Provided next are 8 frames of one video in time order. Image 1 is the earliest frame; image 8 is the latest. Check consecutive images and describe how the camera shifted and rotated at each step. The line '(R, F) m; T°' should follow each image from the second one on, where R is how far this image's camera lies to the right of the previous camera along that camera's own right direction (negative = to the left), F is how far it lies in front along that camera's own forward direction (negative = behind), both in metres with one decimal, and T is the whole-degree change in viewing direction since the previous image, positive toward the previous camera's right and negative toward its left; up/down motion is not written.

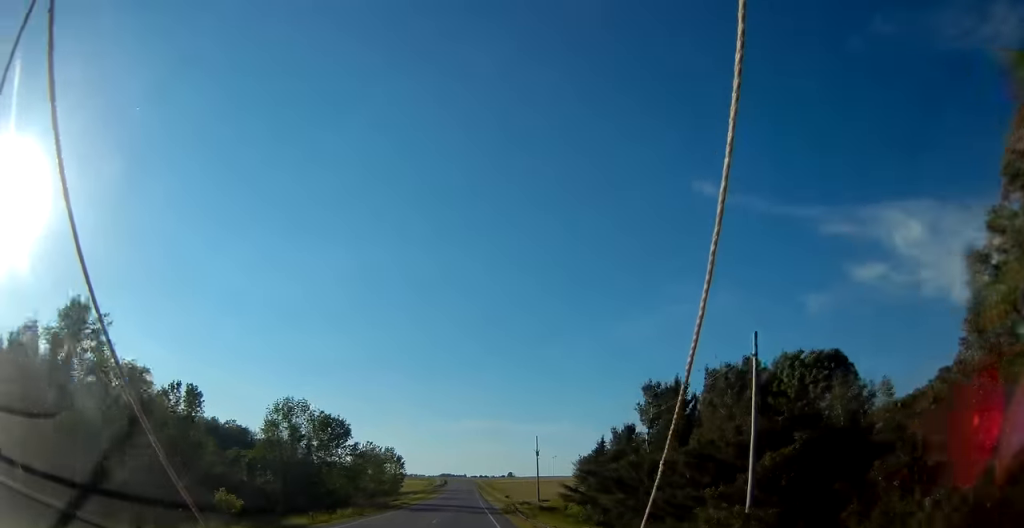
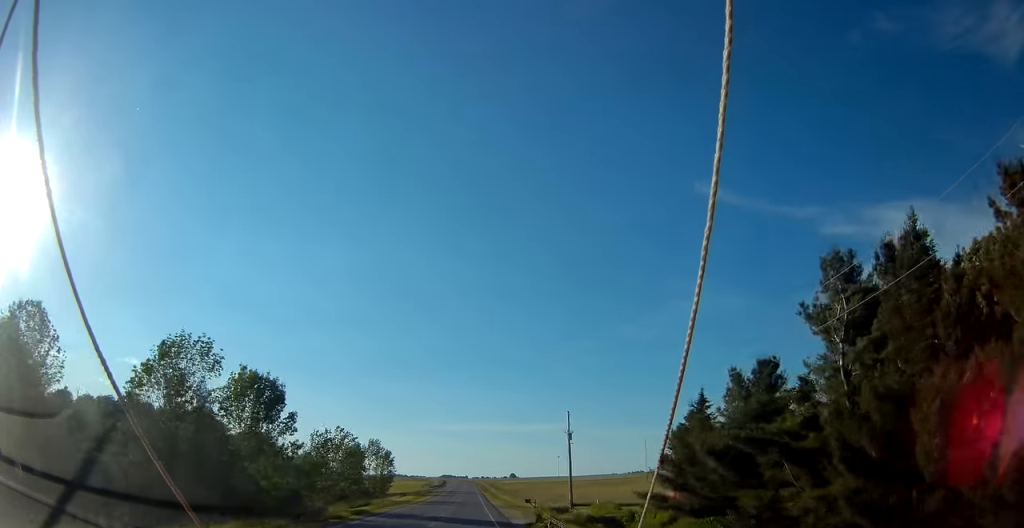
(+0.1, +27.0) m; 0°
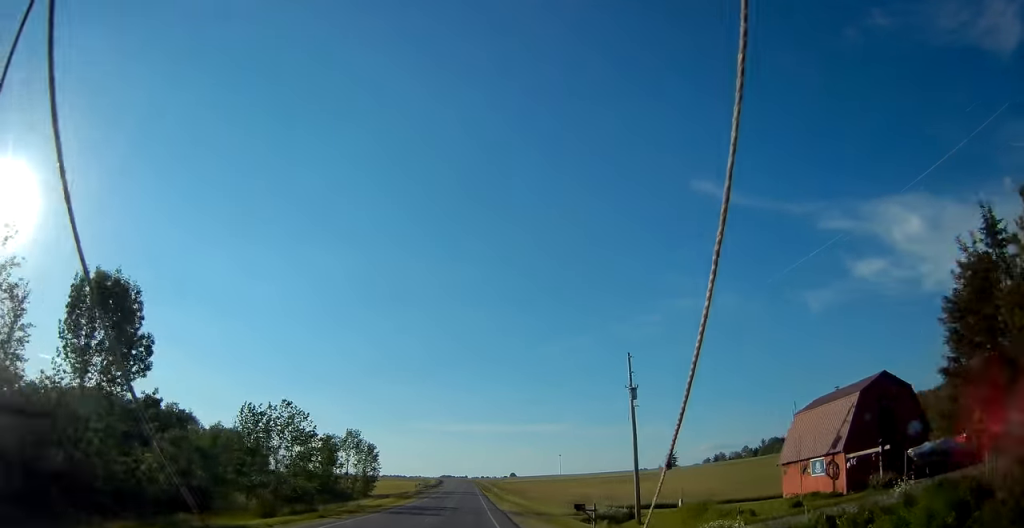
(-0.2, +23.7) m; 0°
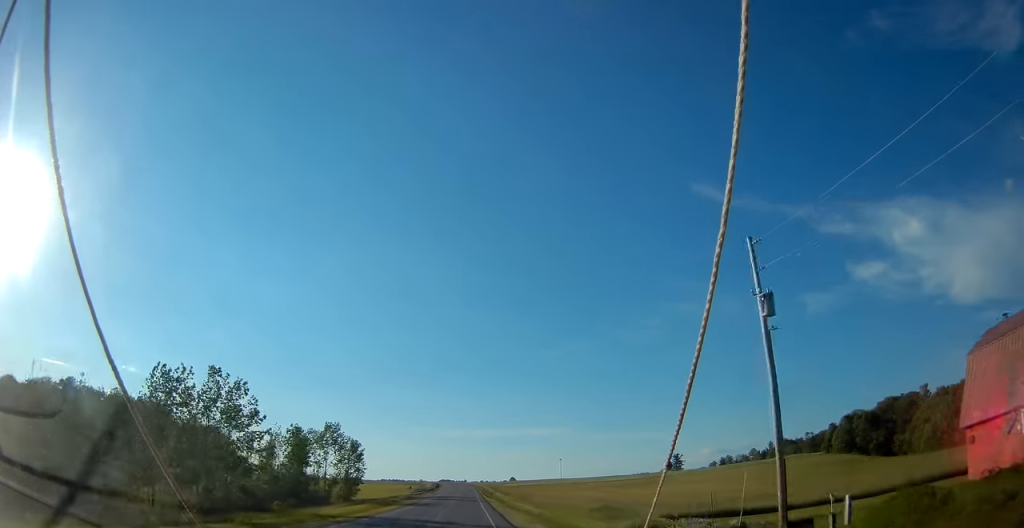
(+0.1, +16.9) m; 0°
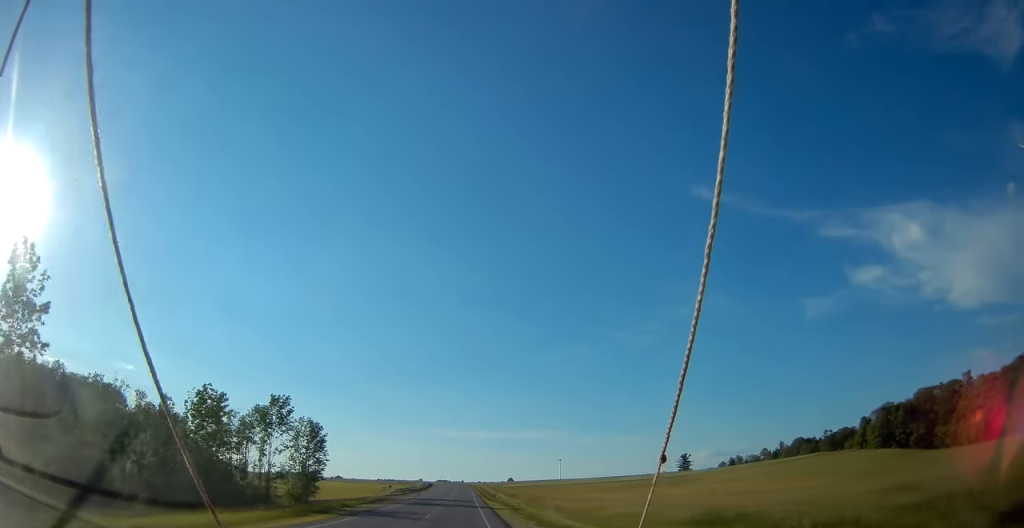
(+0.2, +27.0) m; 0°
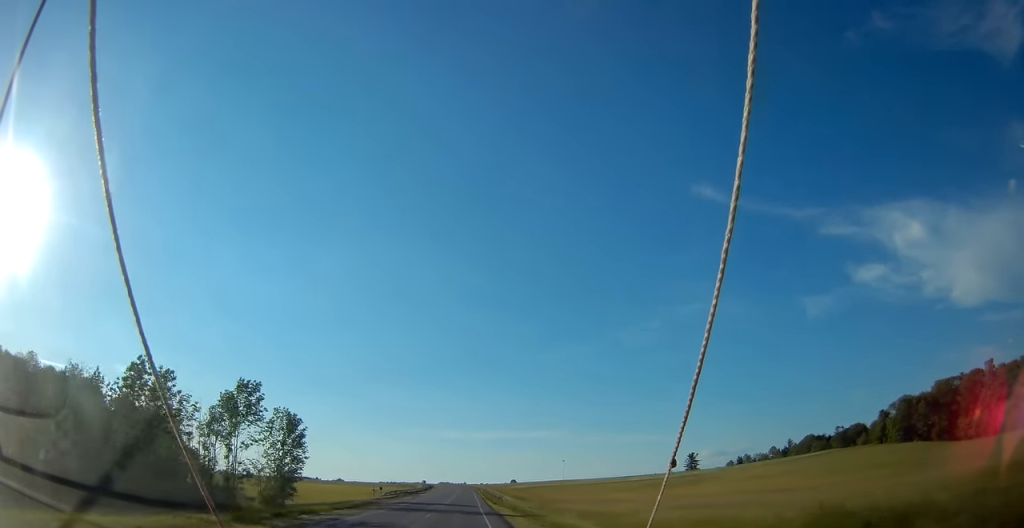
(-0.1, +11.8) m; 0°
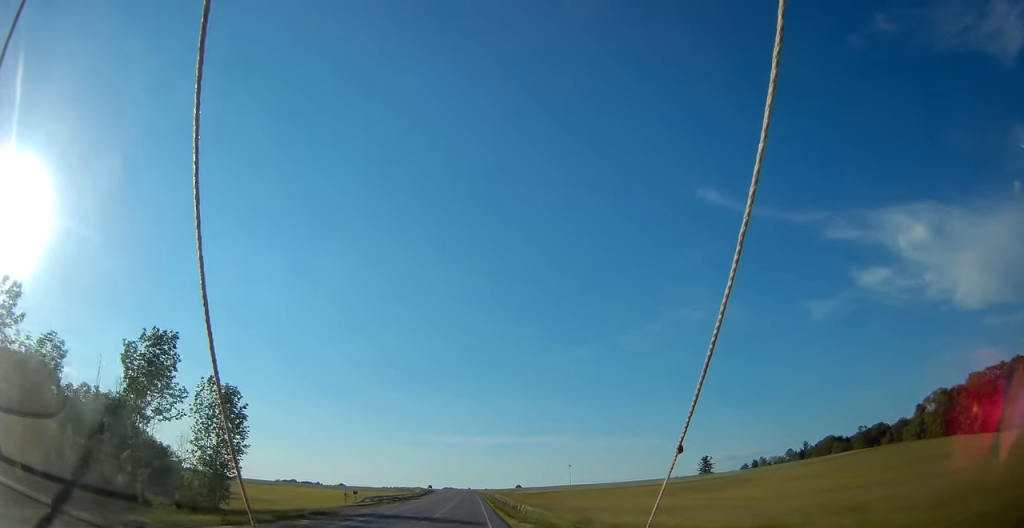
(-0.2, +21.0) m; 0°
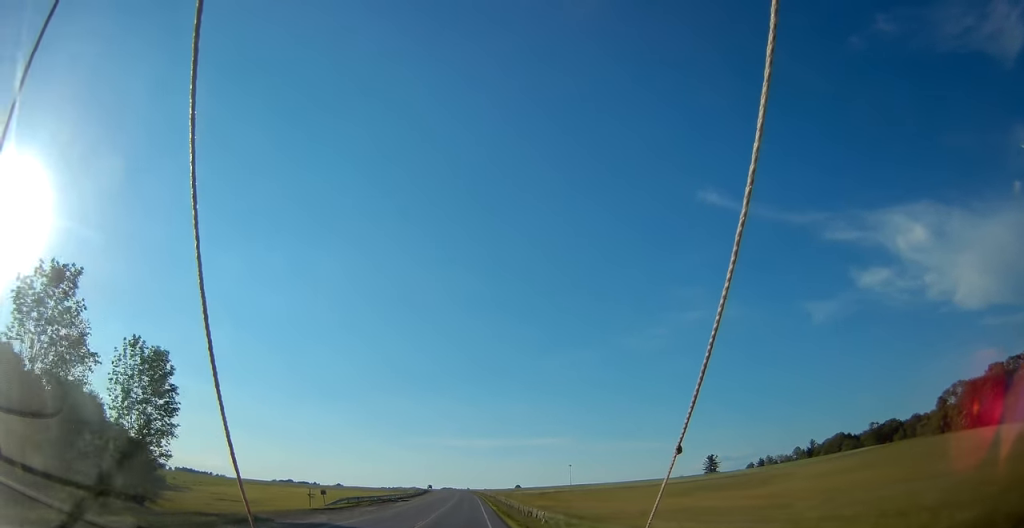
(+0.2, +13.4) m; 0°
